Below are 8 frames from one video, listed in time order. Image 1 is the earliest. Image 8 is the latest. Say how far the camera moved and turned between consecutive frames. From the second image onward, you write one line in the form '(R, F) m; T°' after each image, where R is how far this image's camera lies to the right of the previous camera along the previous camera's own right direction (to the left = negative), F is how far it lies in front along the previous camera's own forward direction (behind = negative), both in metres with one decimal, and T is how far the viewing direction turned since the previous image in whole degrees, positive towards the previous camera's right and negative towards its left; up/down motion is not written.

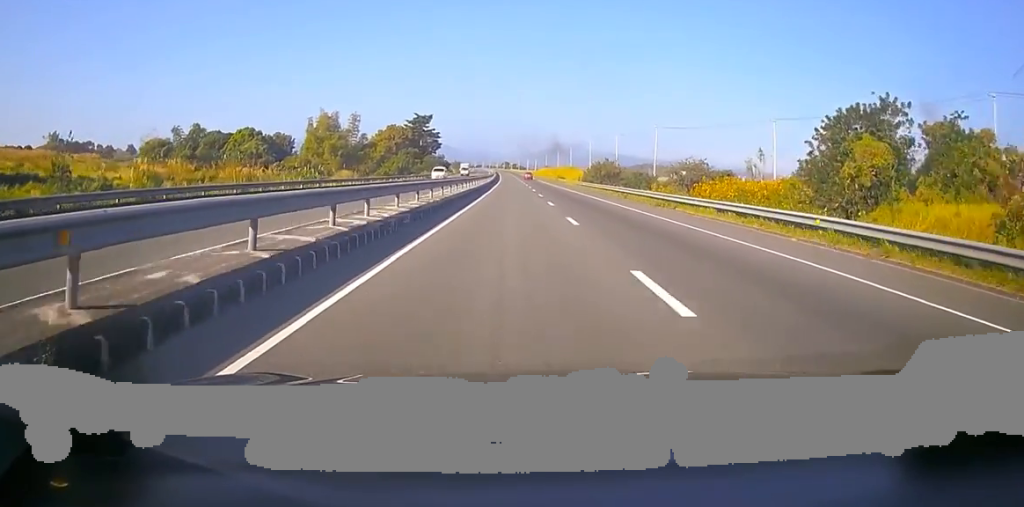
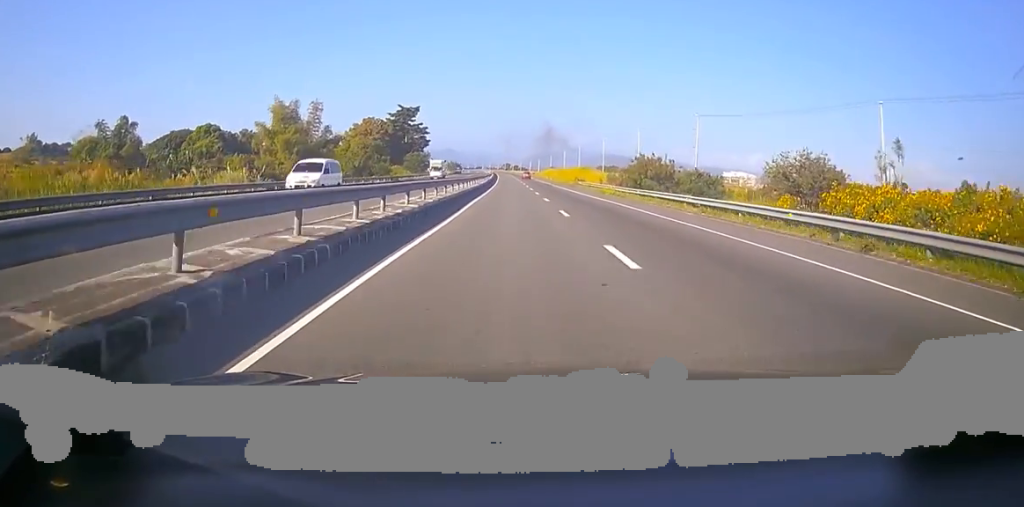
(+0.2, +33.2) m; 0°
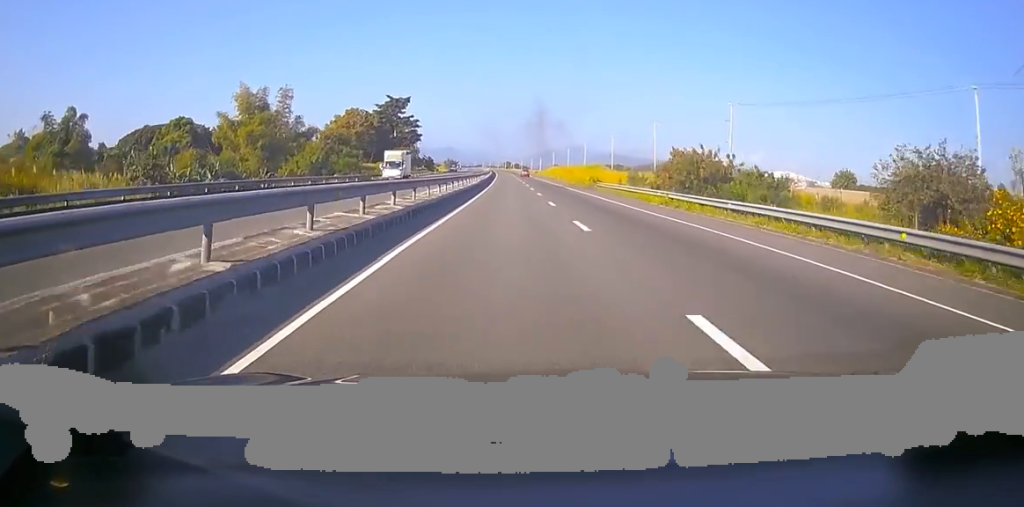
(-0.2, +17.9) m; 0°
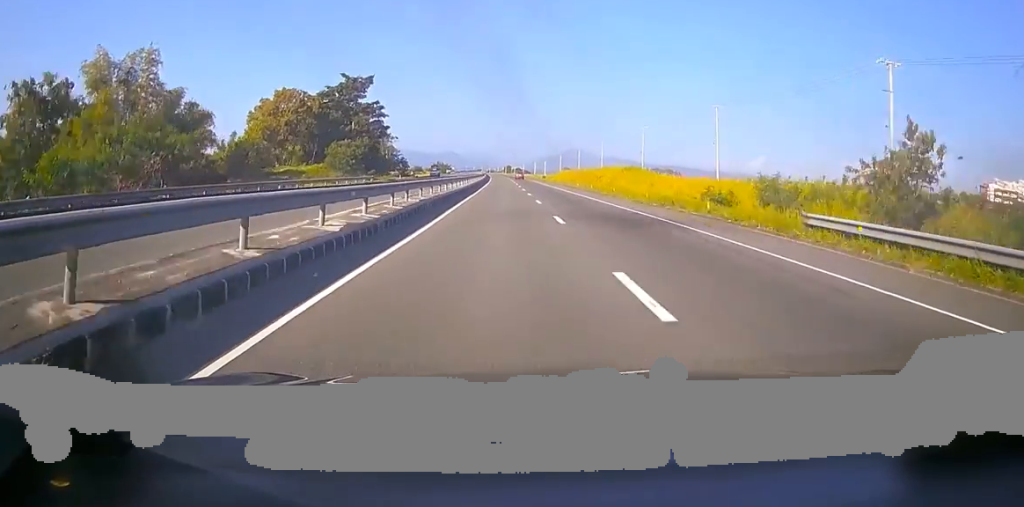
(+0.3, +45.2) m; -2°
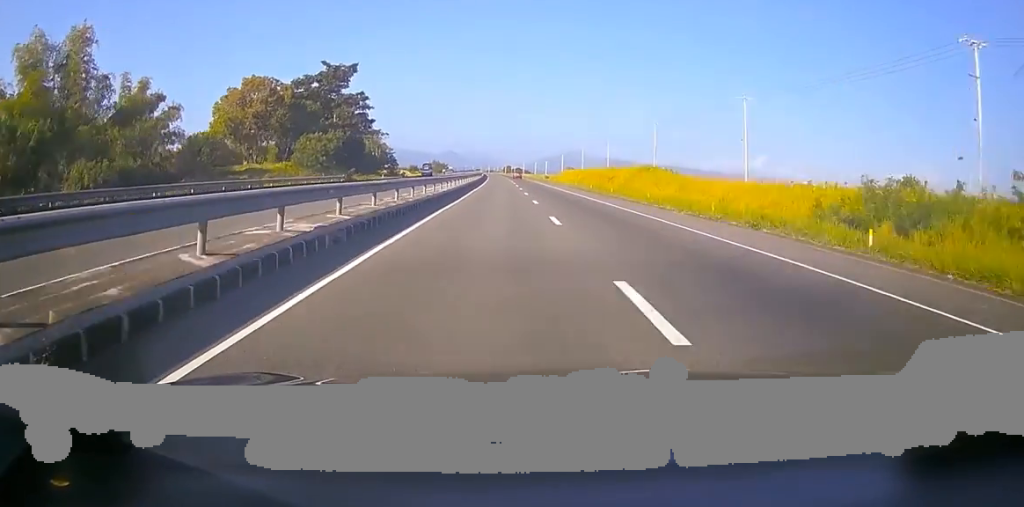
(-0.4, +13.0) m; 0°
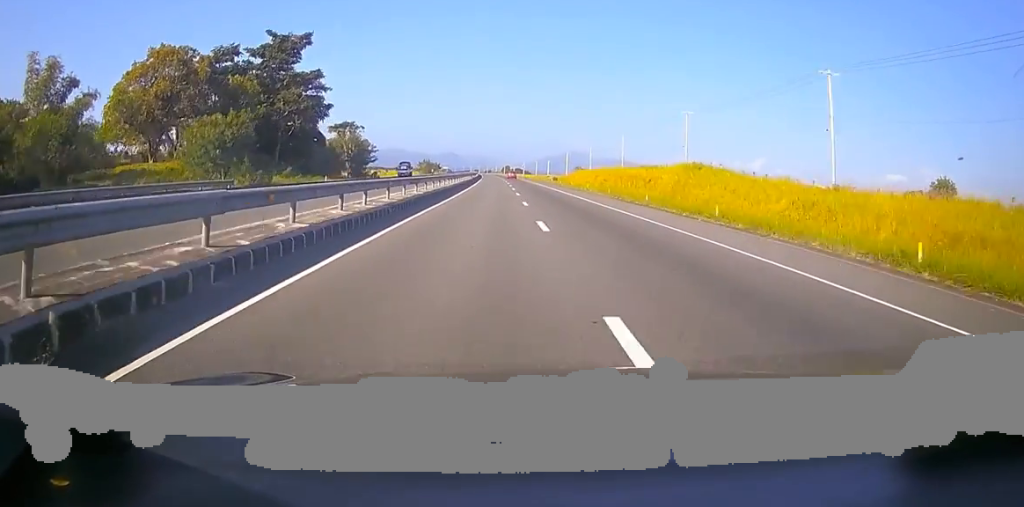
(-1.0, +25.9) m; +1°
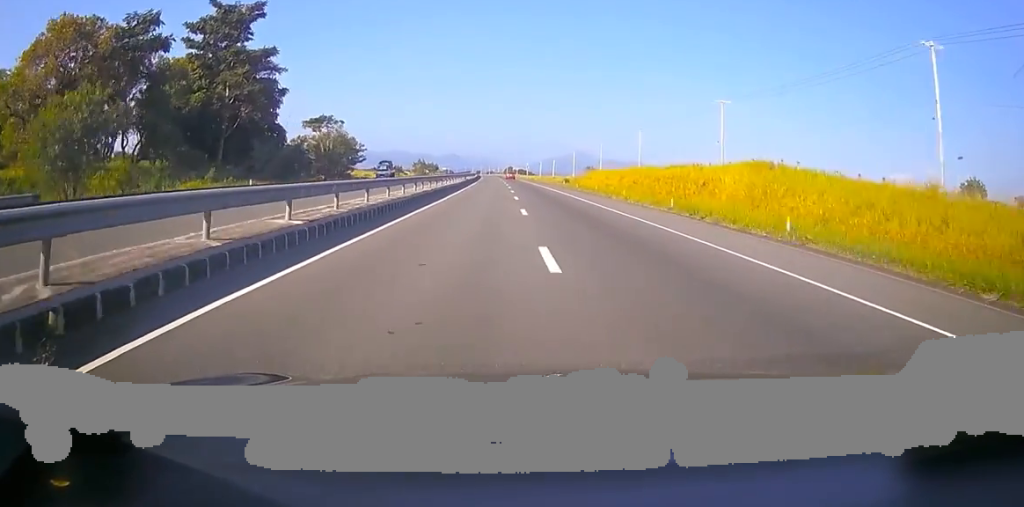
(+1.4, +18.1) m; 0°
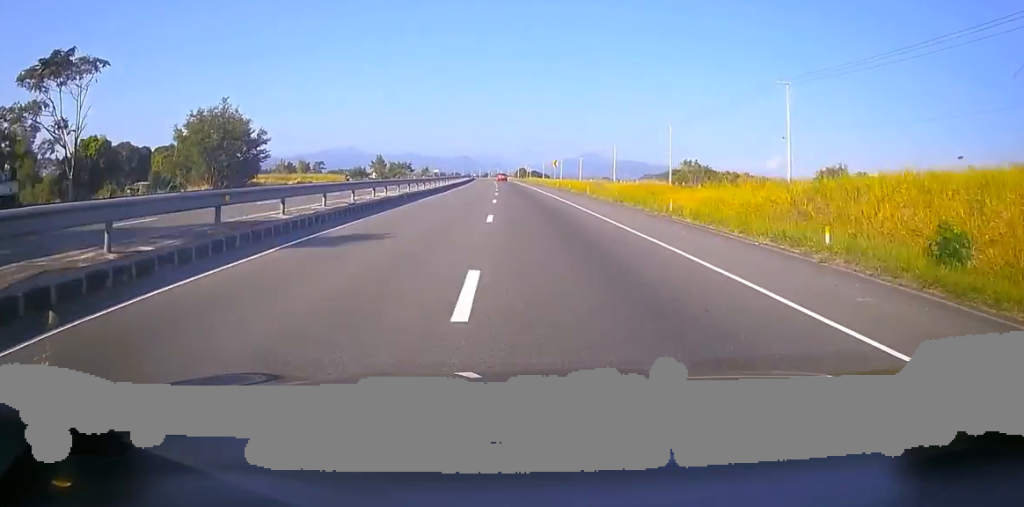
(-1.6, +75.4) m; -3°
